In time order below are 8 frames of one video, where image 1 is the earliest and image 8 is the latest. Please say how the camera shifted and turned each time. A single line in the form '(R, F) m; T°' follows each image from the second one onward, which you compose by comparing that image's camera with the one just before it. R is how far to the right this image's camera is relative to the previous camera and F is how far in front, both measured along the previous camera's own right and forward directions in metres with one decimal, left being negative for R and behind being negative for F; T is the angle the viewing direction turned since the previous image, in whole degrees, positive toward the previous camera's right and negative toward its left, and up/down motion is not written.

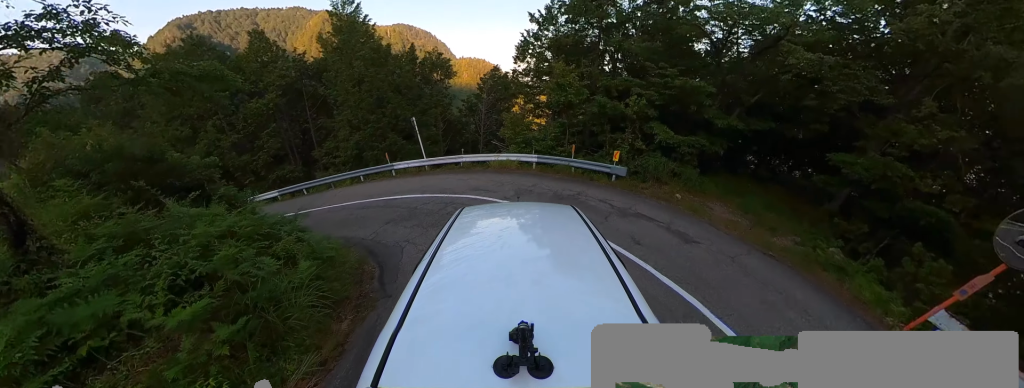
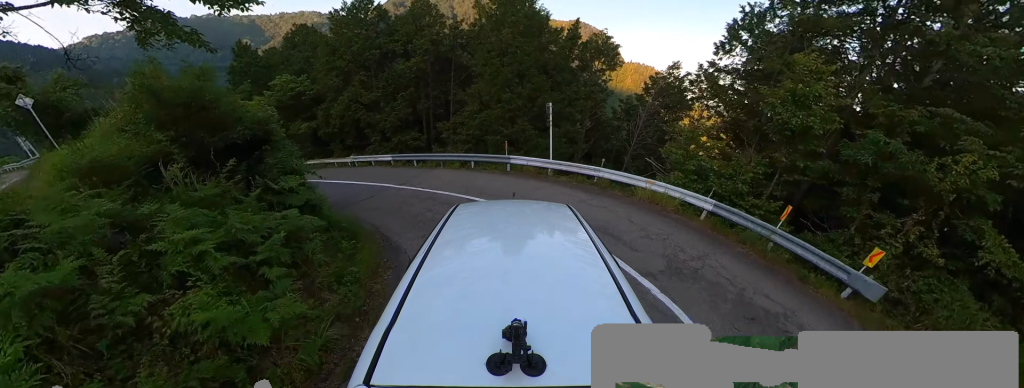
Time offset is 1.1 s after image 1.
(-0.8, +2.9) m; -27°
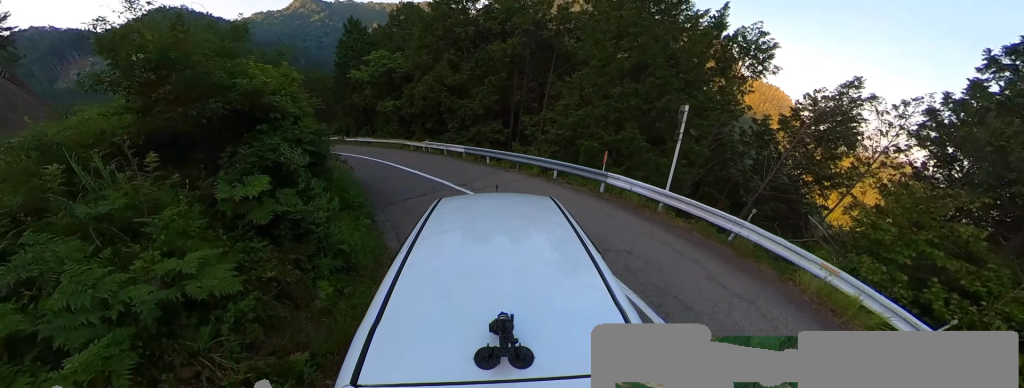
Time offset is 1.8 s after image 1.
(-0.4, +2.6) m; -10°
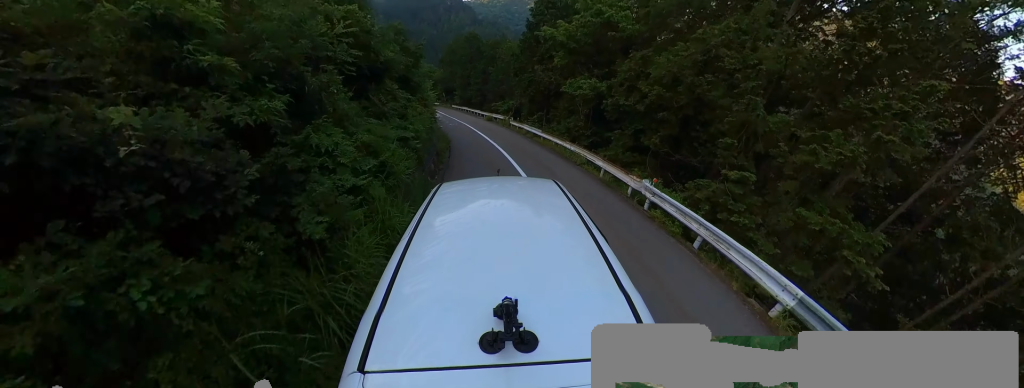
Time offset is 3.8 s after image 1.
(+1.0, +10.9) m; -7°
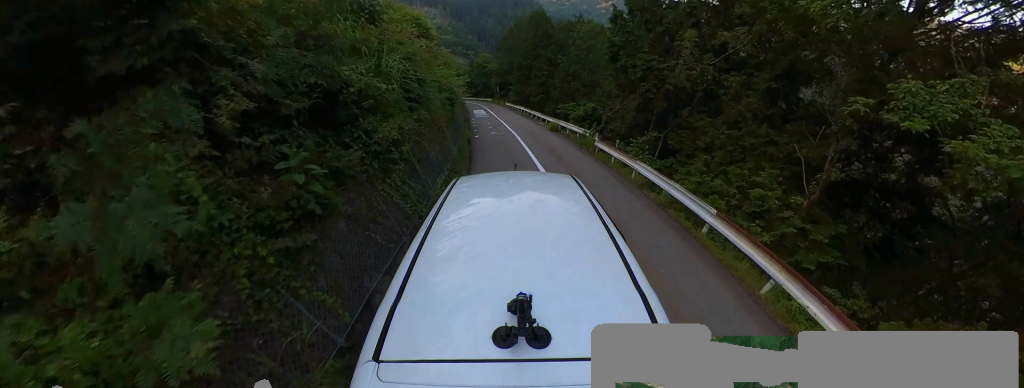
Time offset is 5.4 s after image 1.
(-3.4, +12.2) m; -16°
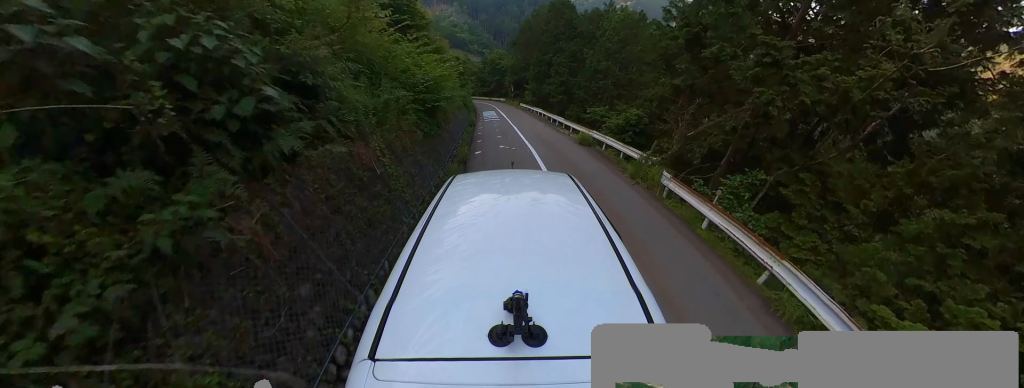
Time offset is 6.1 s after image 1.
(0.0, +5.7) m; 0°
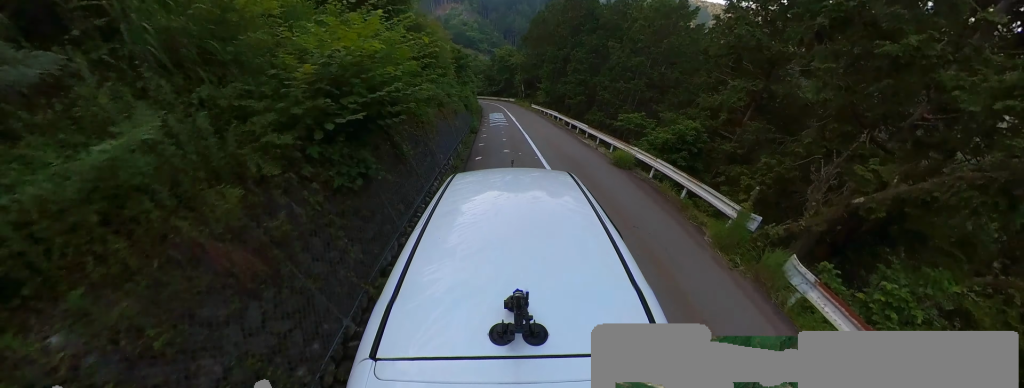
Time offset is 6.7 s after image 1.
(0.0, +4.4) m; 0°
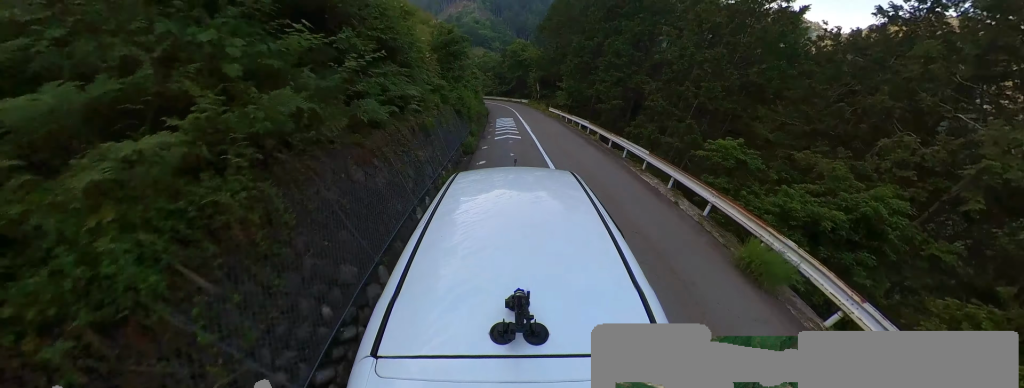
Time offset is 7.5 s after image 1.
(0.0, +6.9) m; -5°
